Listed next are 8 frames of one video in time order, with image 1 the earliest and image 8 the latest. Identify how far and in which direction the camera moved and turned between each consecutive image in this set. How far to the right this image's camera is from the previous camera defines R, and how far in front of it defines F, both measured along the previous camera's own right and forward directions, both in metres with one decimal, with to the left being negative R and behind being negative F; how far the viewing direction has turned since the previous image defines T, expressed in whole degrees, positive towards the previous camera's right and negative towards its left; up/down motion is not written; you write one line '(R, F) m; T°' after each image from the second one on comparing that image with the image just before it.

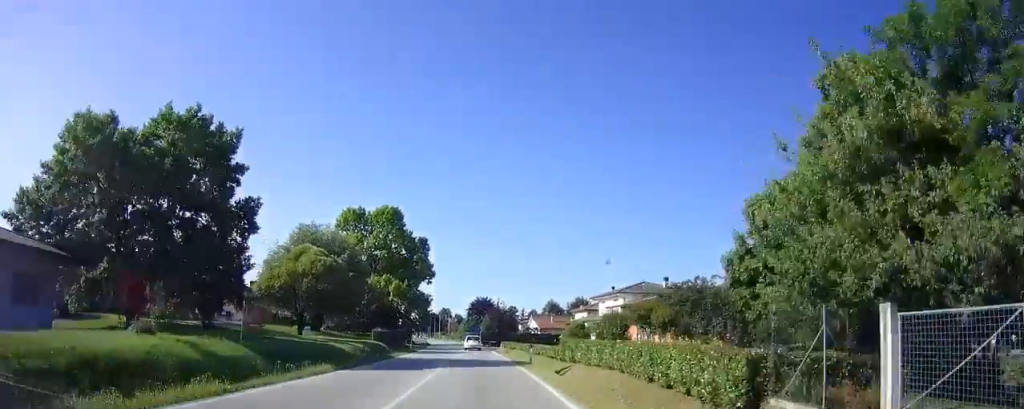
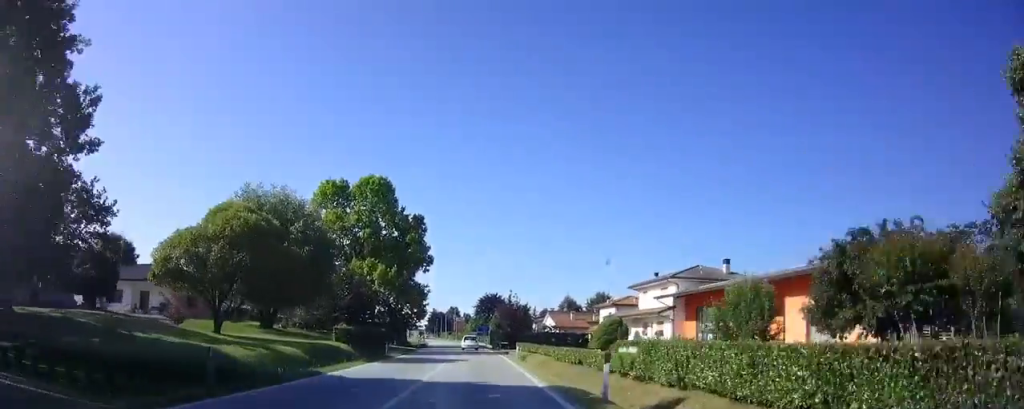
(-0.2, +15.7) m; -1°
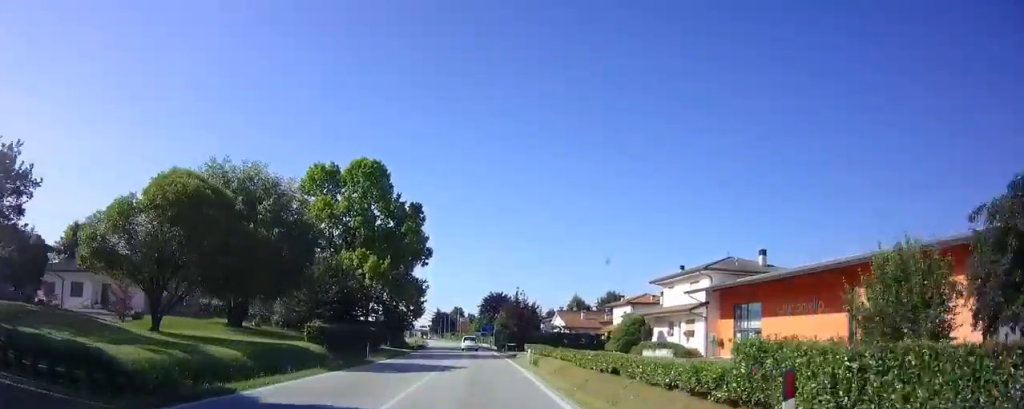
(0.0, +7.2) m; -1°
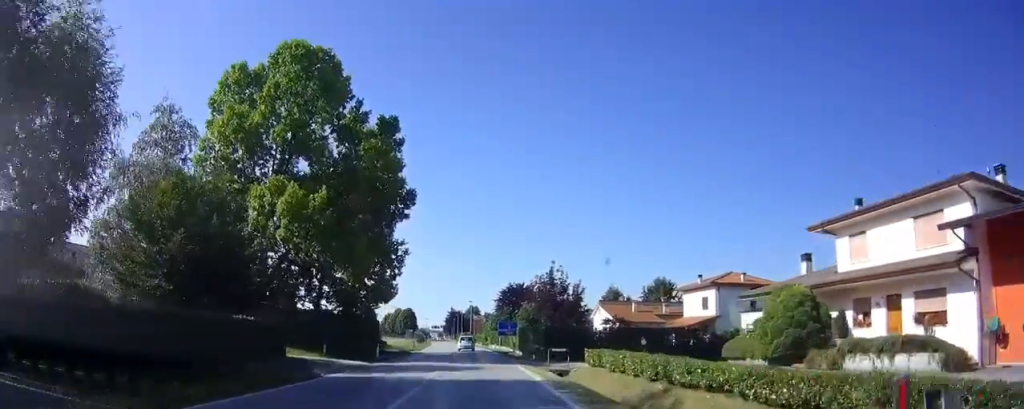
(-0.4, +25.2) m; -2°
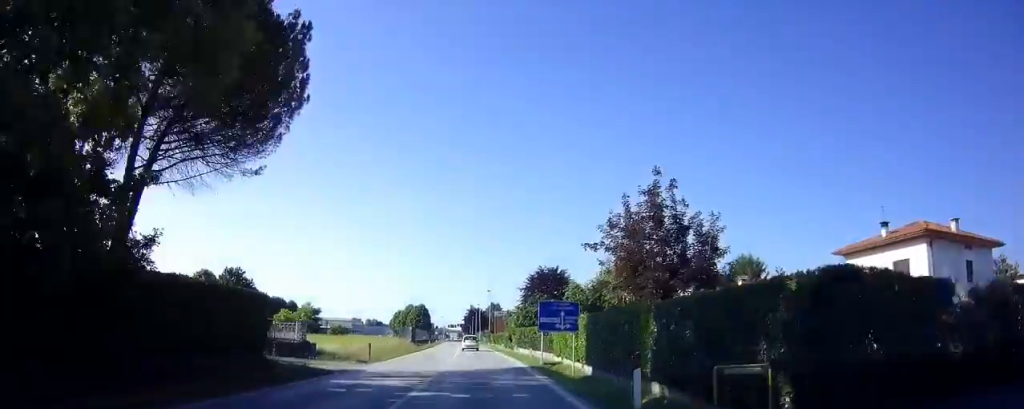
(-0.6, +26.8) m; -2°
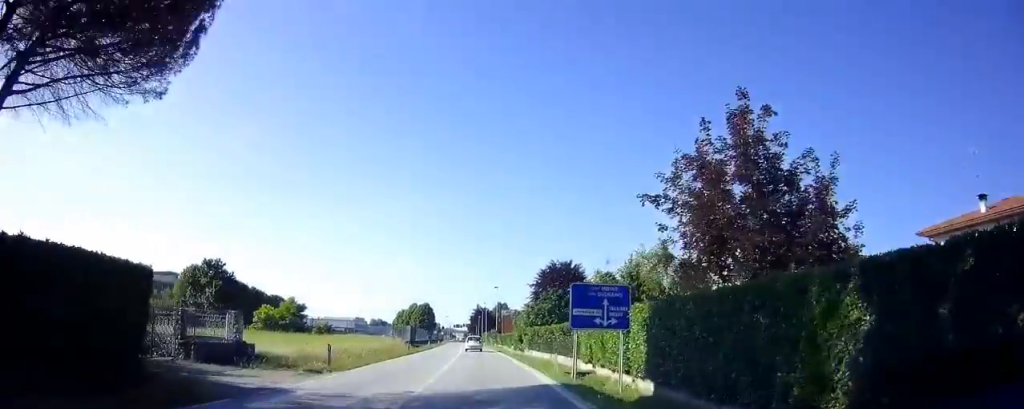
(0.0, +9.2) m; -1°
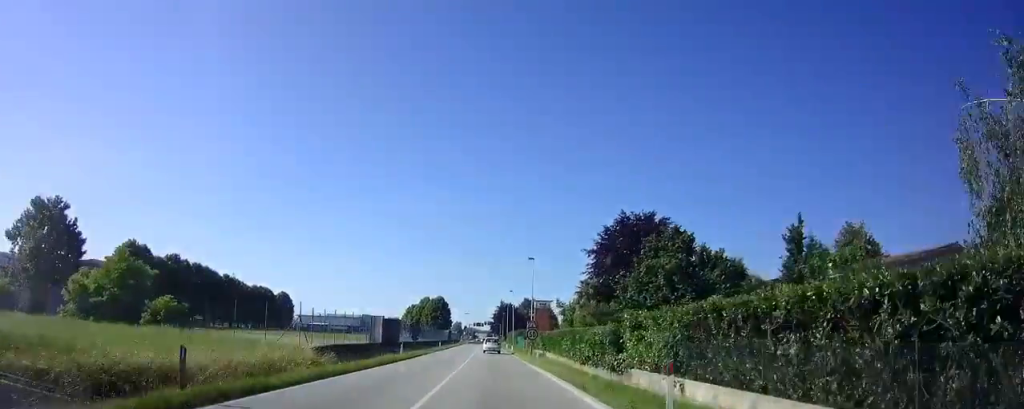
(-0.5, +33.0) m; -1°
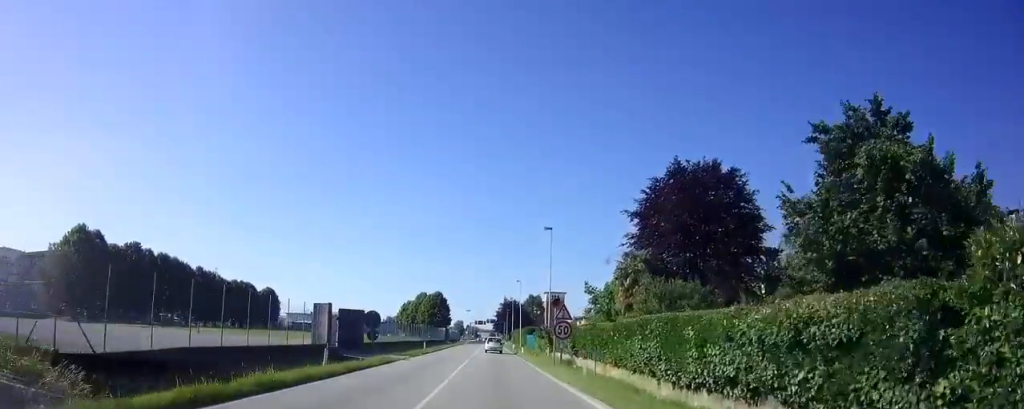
(0.0, +15.2) m; 0°
